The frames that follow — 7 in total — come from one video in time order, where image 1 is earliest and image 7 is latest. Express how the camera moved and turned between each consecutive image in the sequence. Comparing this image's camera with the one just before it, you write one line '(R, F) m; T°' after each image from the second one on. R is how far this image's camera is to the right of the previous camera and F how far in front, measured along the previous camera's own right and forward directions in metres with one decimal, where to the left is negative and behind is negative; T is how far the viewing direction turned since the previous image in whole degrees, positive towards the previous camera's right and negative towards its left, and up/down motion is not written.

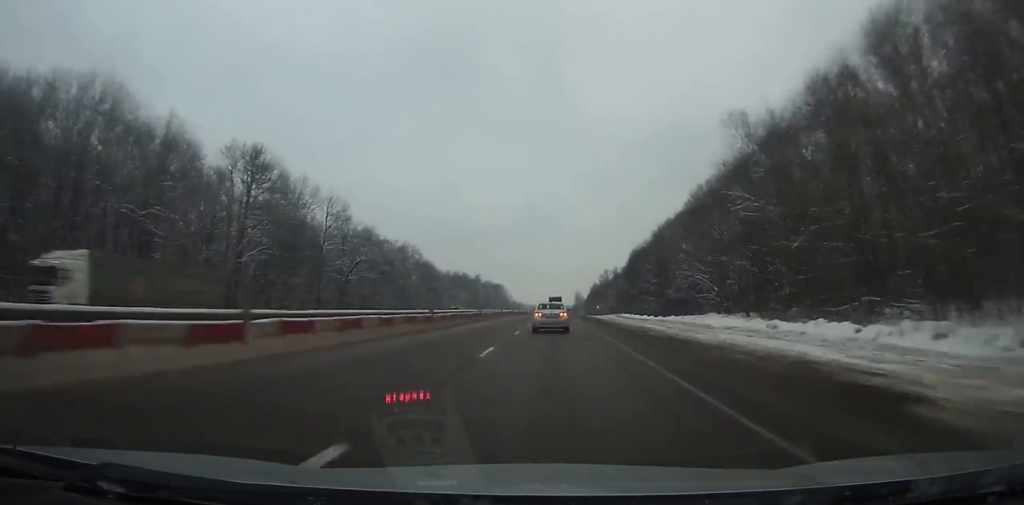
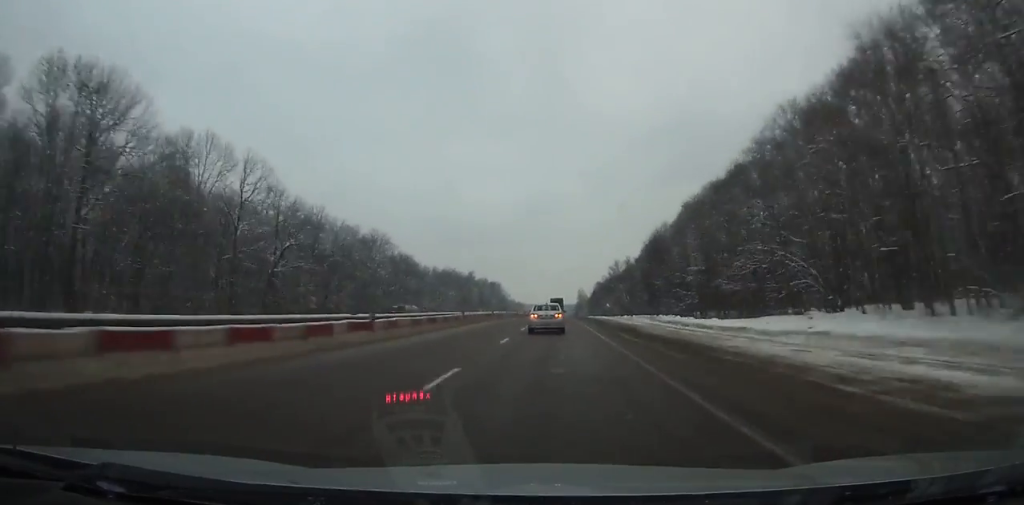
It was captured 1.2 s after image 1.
(+0.1, +28.9) m; 0°
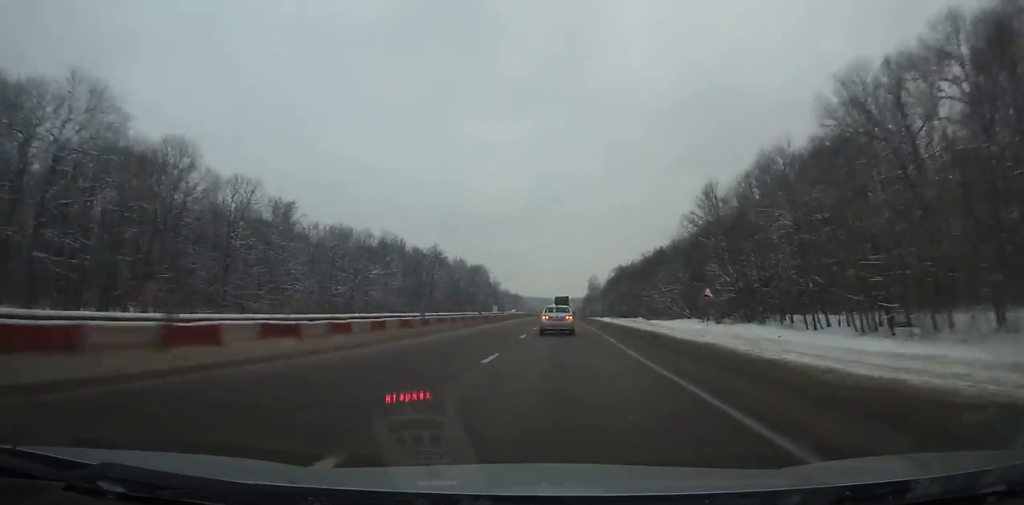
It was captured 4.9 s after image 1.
(-0.1, +91.0) m; 0°
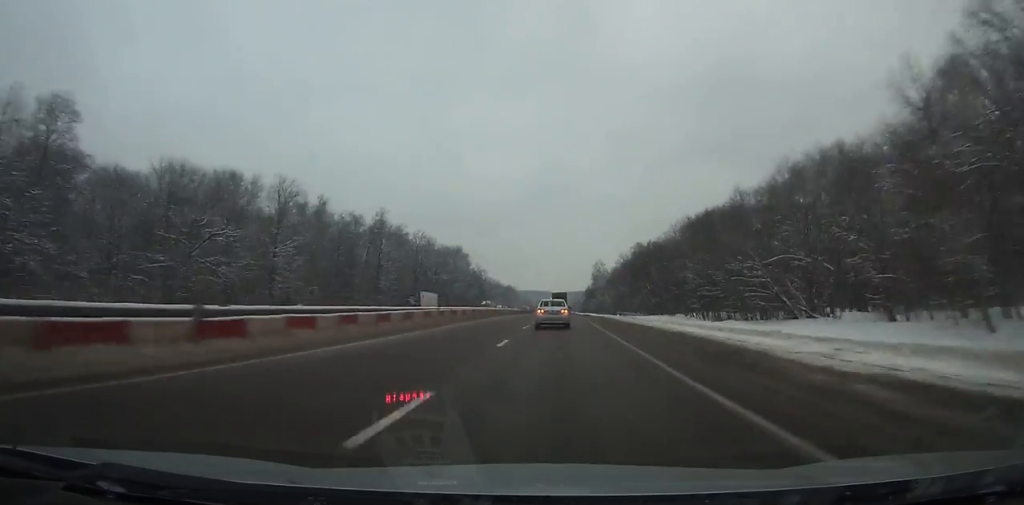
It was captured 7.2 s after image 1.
(+0.2, +57.7) m; 0°
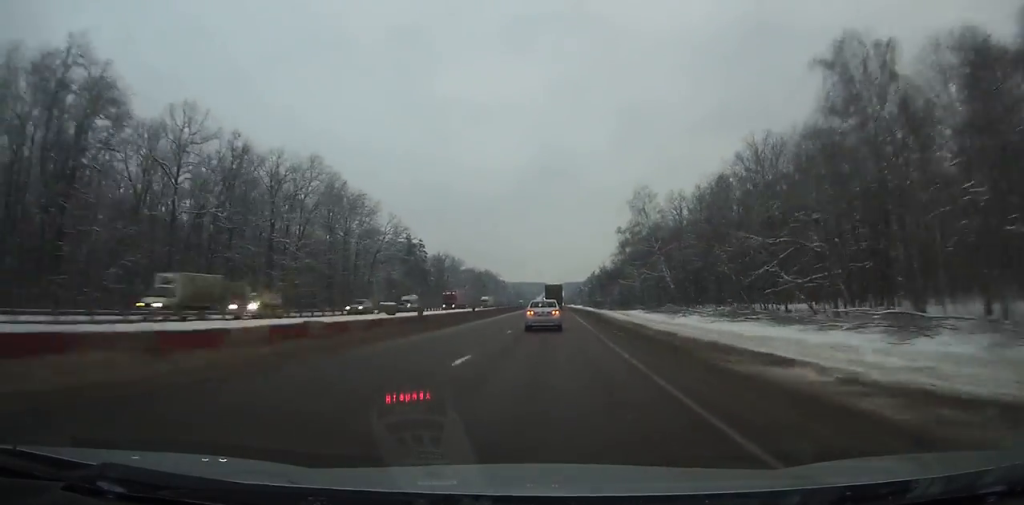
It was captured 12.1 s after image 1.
(0.0, +124.6) m; 0°
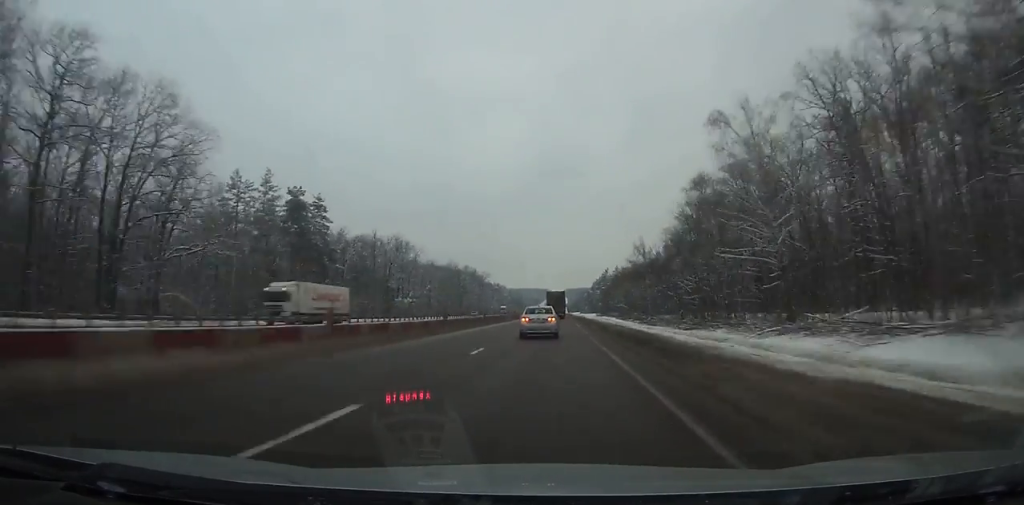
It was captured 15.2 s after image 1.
(-0.1, +79.4) m; 0°
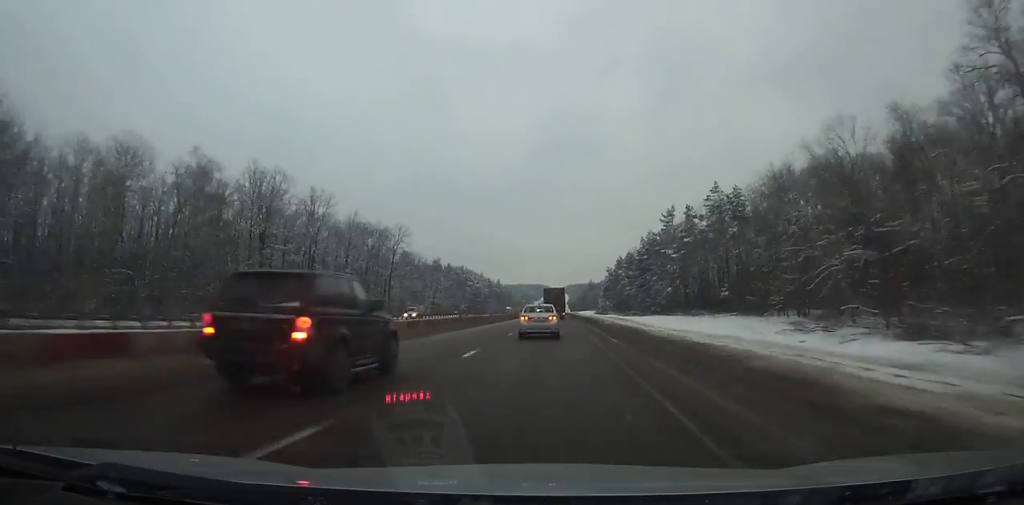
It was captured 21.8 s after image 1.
(-0.2, +169.2) m; 0°
